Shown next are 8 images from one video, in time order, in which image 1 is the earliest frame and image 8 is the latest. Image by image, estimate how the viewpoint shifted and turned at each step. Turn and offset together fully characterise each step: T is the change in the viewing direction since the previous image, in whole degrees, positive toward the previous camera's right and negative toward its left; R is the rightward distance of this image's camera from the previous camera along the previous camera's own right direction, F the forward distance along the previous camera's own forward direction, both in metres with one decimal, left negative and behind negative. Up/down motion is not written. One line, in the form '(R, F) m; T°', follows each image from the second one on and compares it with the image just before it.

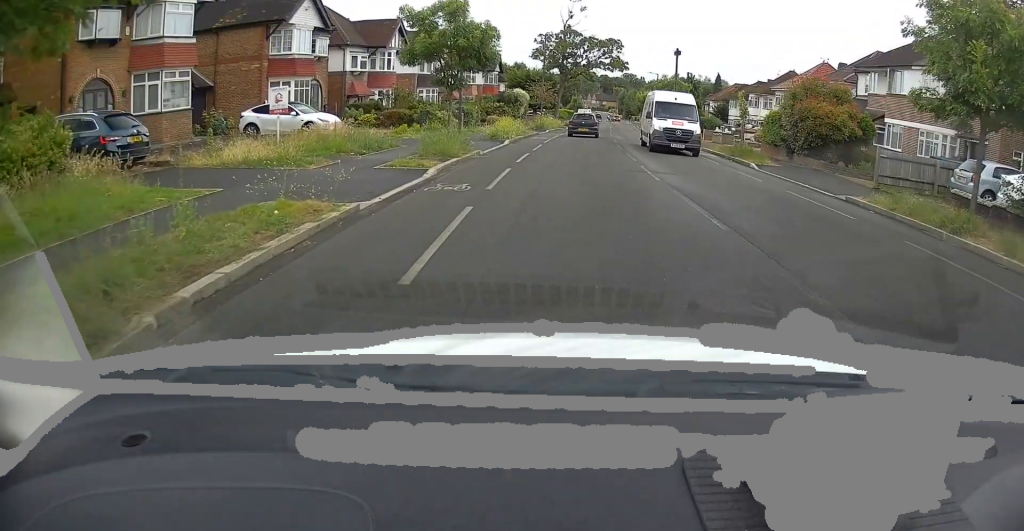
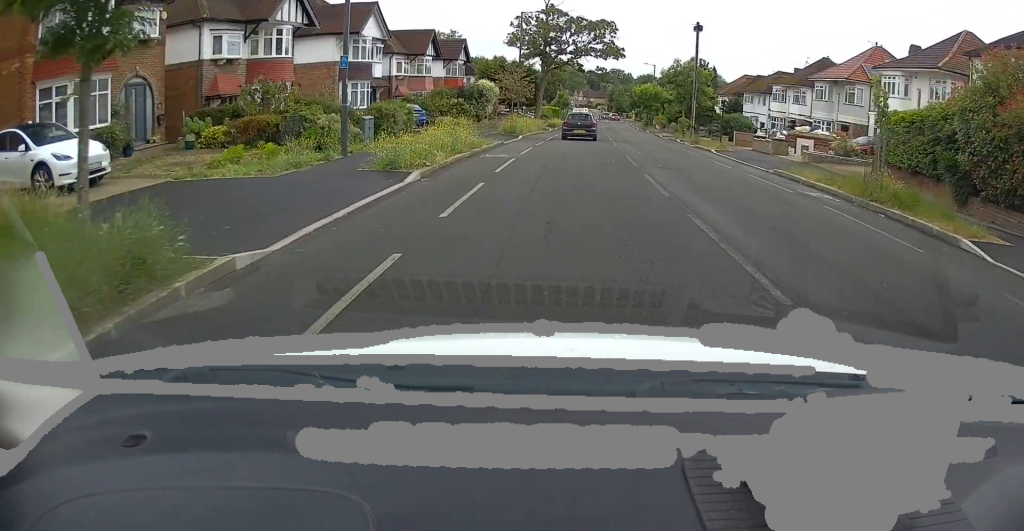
(+0.7, +14.9) m; +4°
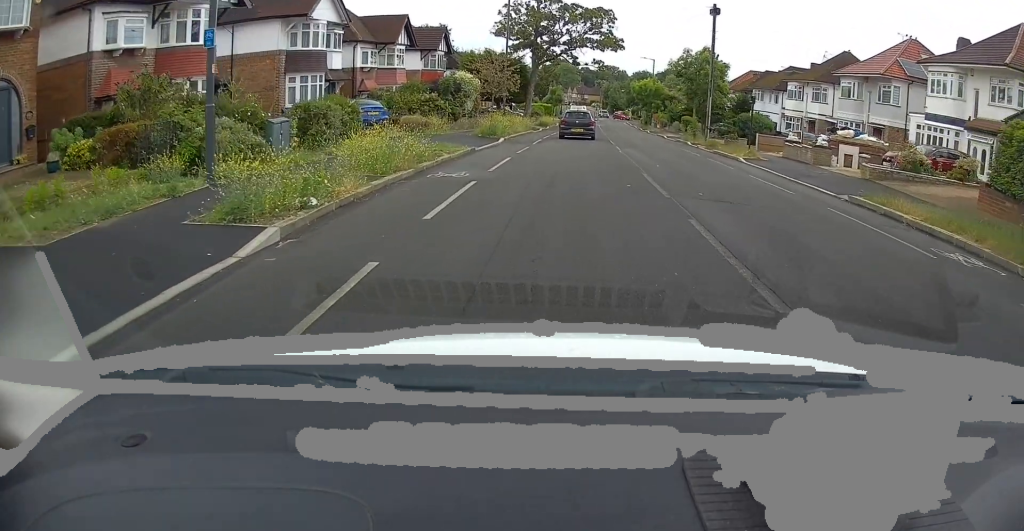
(+0.2, +6.5) m; 0°
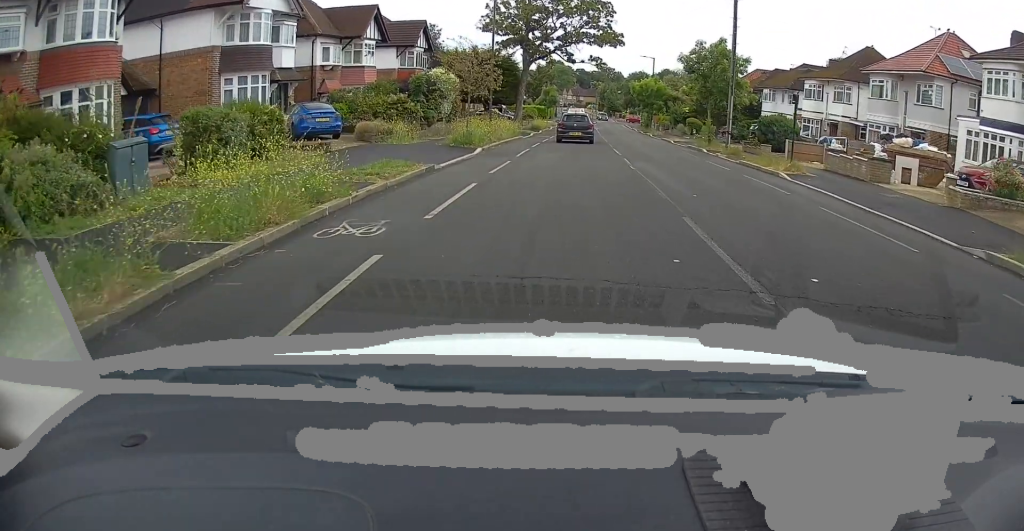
(+0.1, +5.7) m; -1°
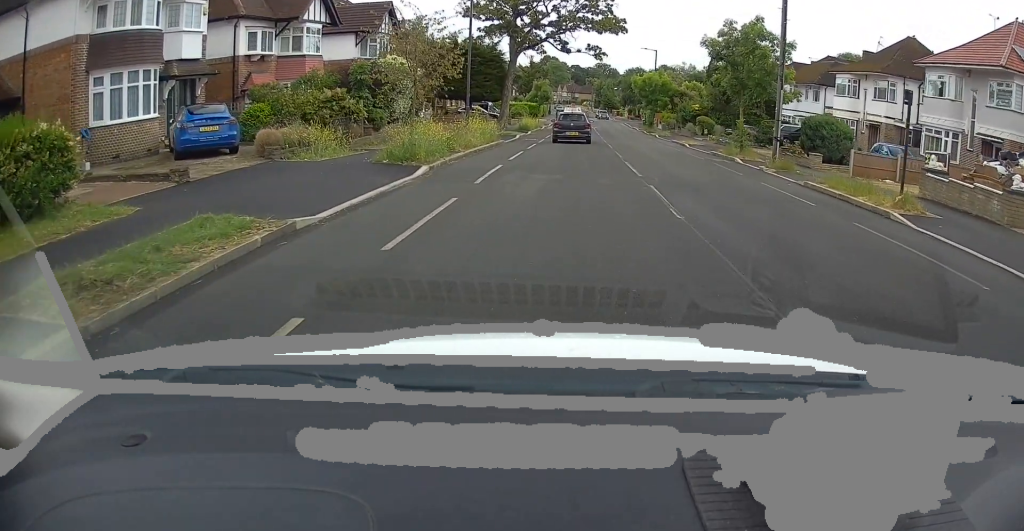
(-0.2, +7.7) m; -1°
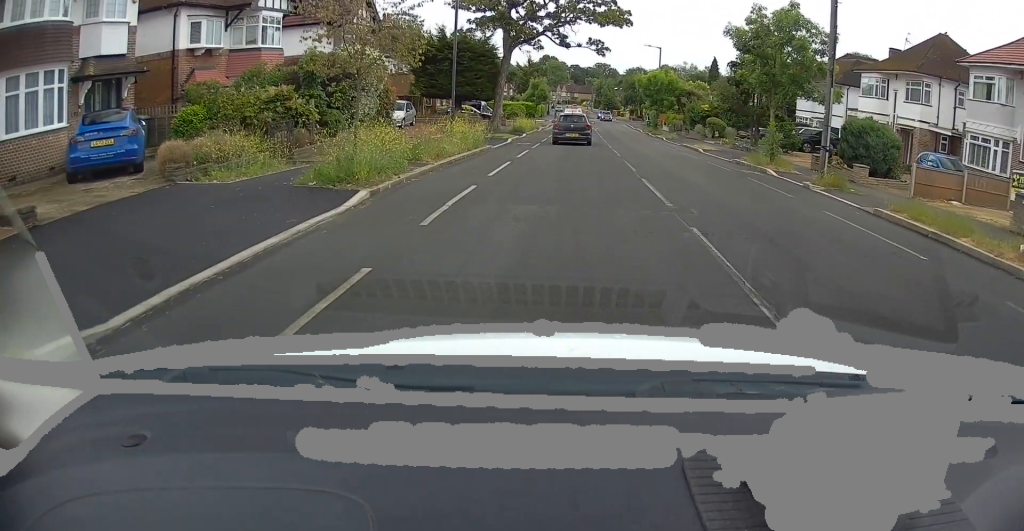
(0.0, +4.3) m; 0°
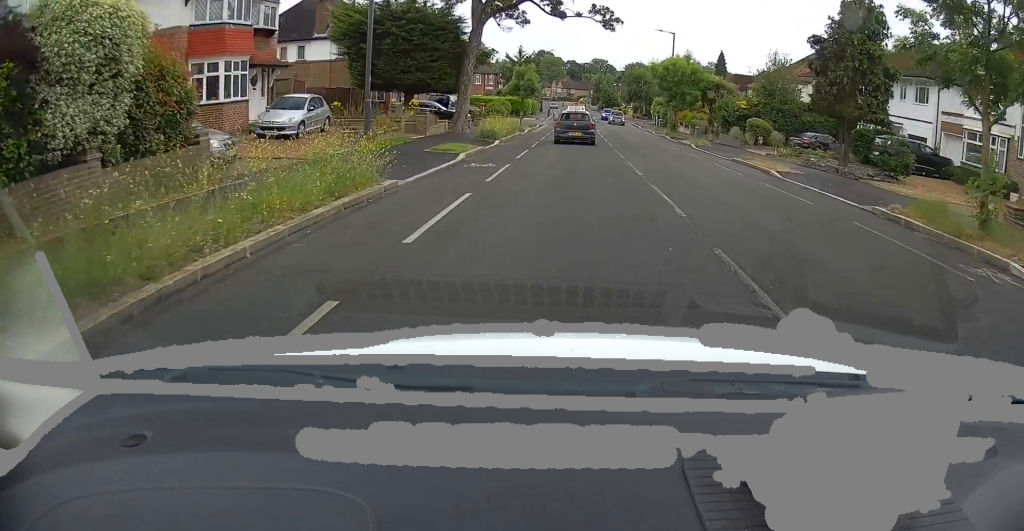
(+0.1, +13.0) m; 0°
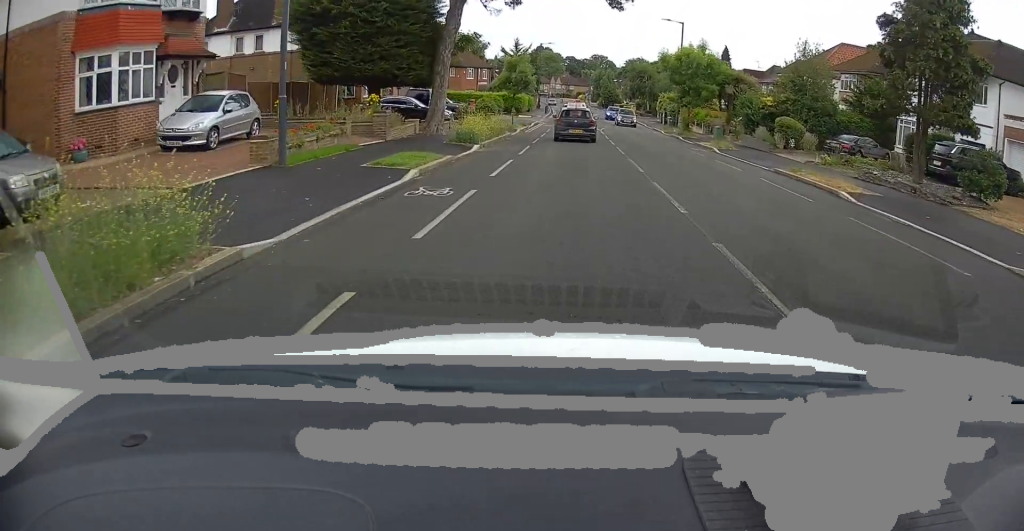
(0.0, +5.7) m; 0°
